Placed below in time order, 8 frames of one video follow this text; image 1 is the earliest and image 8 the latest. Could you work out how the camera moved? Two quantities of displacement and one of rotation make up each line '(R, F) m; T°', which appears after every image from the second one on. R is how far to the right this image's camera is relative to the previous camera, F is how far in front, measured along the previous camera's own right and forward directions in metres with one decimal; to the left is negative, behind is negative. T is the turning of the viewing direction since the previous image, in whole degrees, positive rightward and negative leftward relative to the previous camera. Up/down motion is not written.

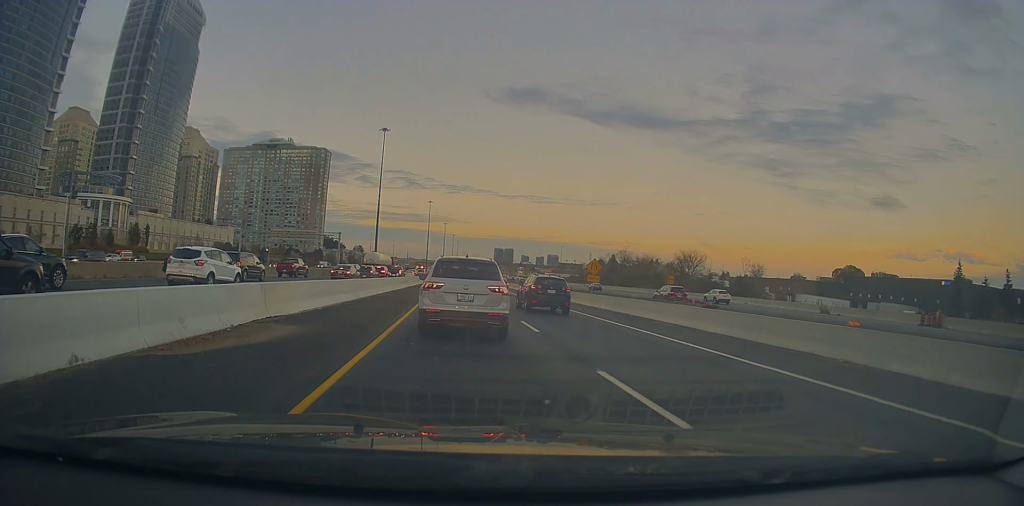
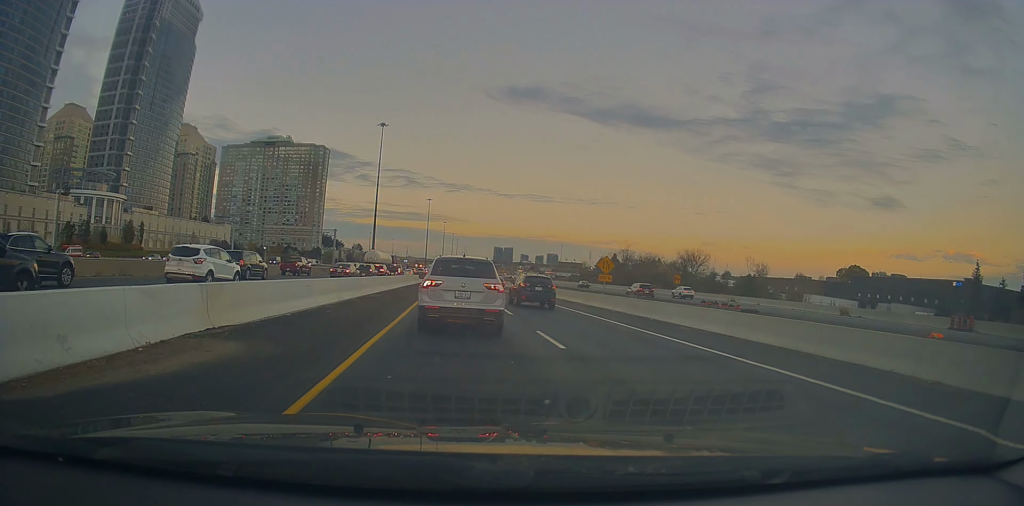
(-0.3, +3.4) m; -2°
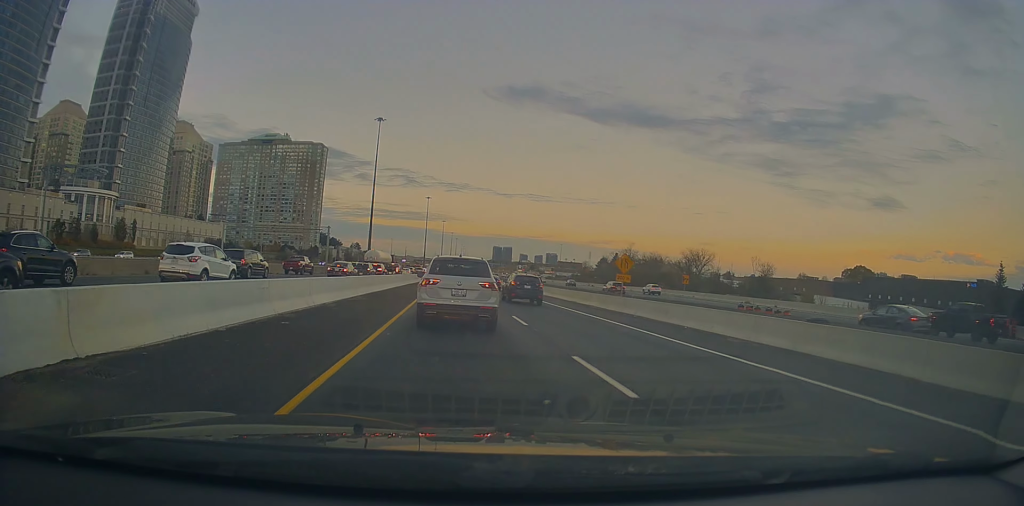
(-0.6, +4.2) m; 0°
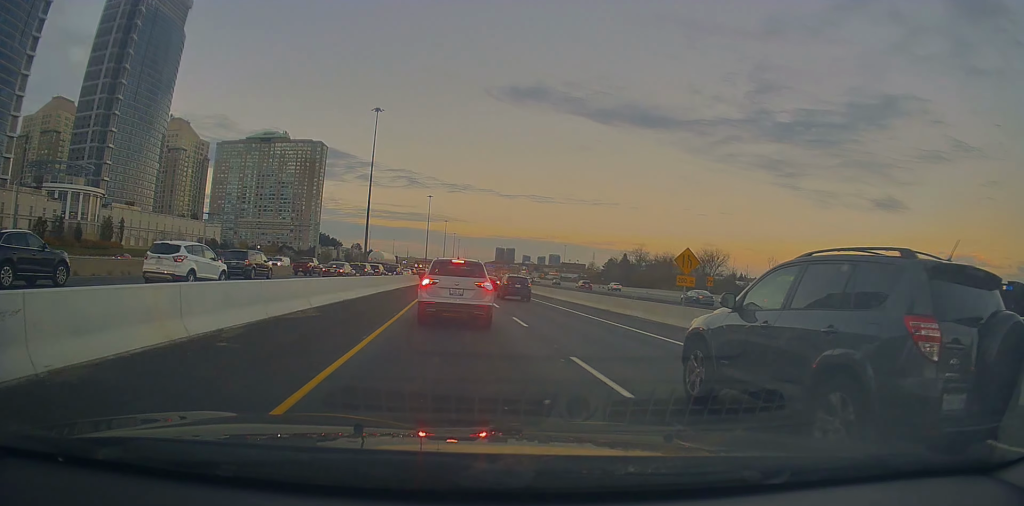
(+1.1, +9.0) m; +5°
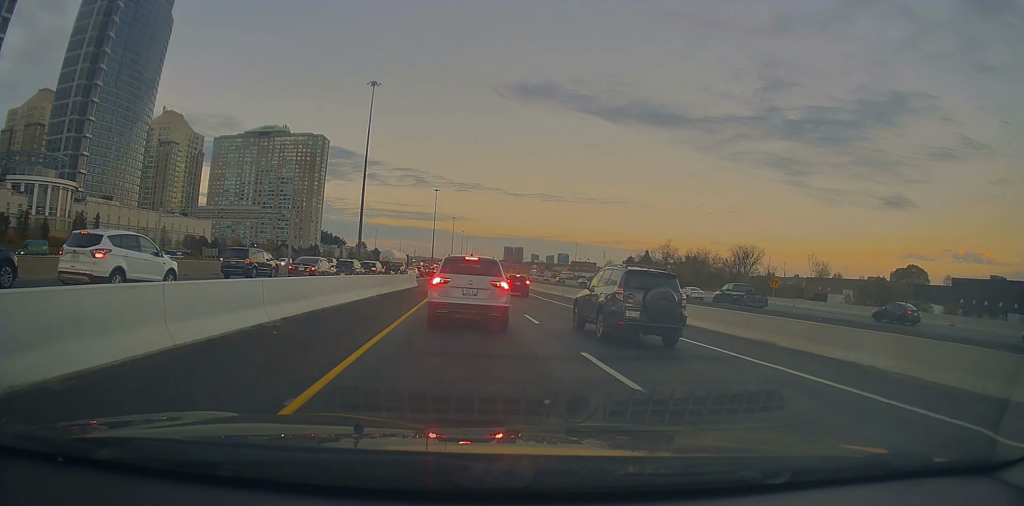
(-1.1, +17.4) m; -6°
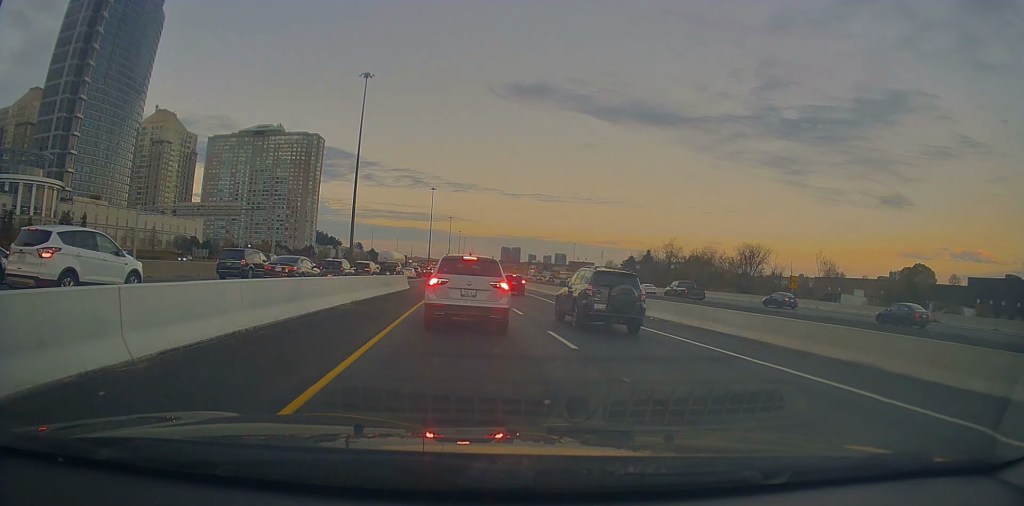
(-0.2, +5.4) m; 0°
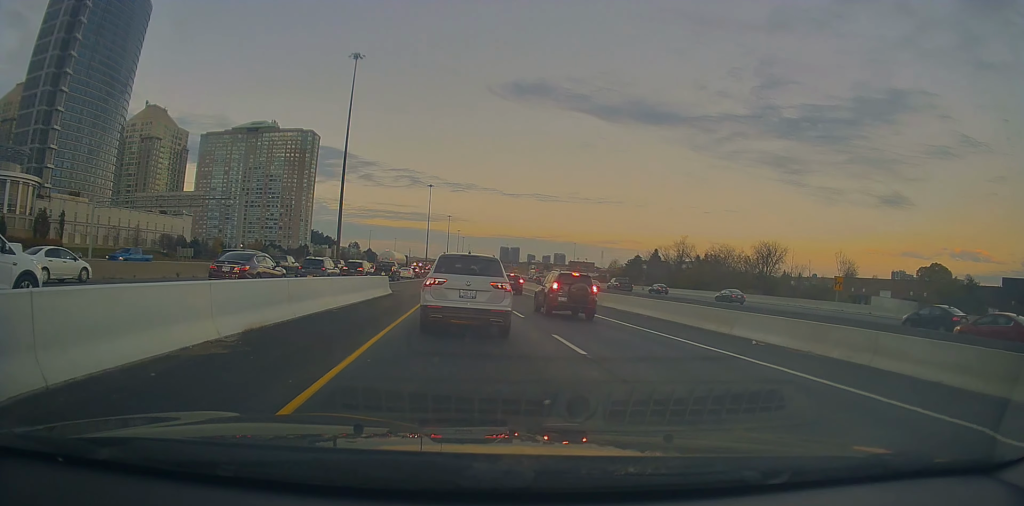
(+0.5, +9.8) m; +2°
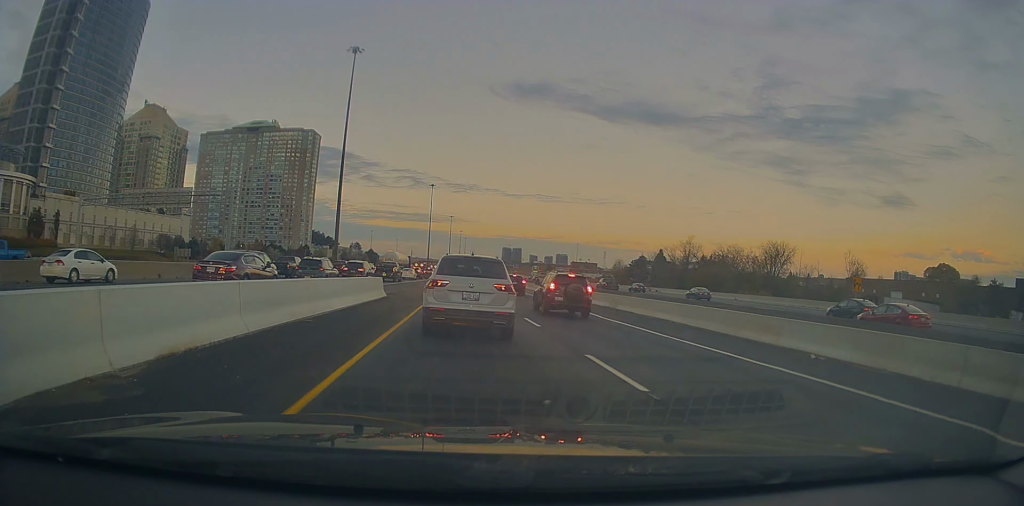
(0.0, +3.2) m; 0°
